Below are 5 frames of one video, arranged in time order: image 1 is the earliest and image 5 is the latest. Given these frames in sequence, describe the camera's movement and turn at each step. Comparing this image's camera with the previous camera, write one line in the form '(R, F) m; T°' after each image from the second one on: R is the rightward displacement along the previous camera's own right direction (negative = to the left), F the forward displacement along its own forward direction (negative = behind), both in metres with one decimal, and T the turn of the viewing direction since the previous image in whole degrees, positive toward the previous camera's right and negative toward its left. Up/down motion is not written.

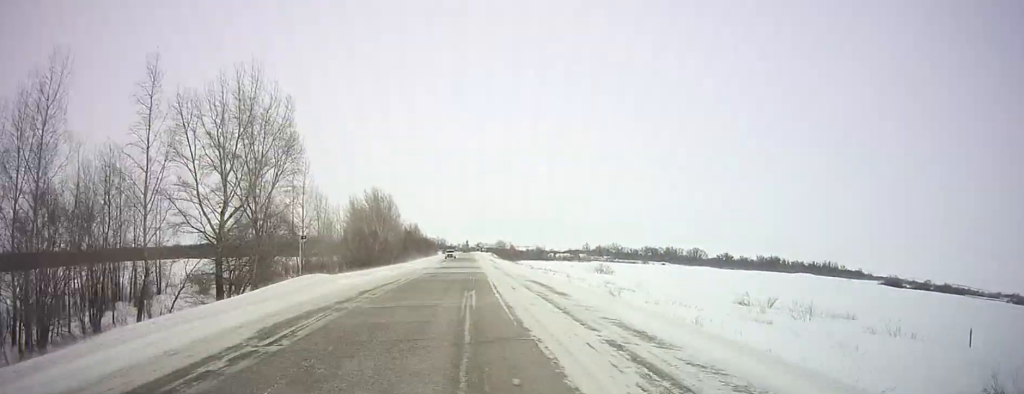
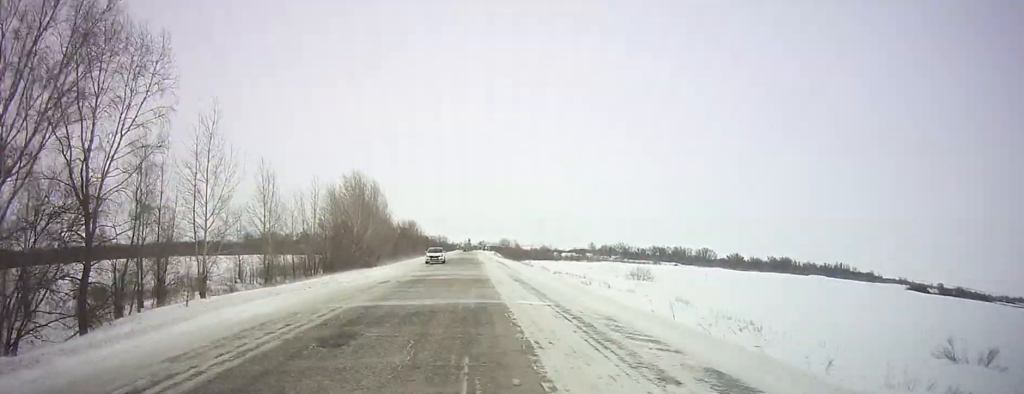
(-0.1, +24.5) m; 0°
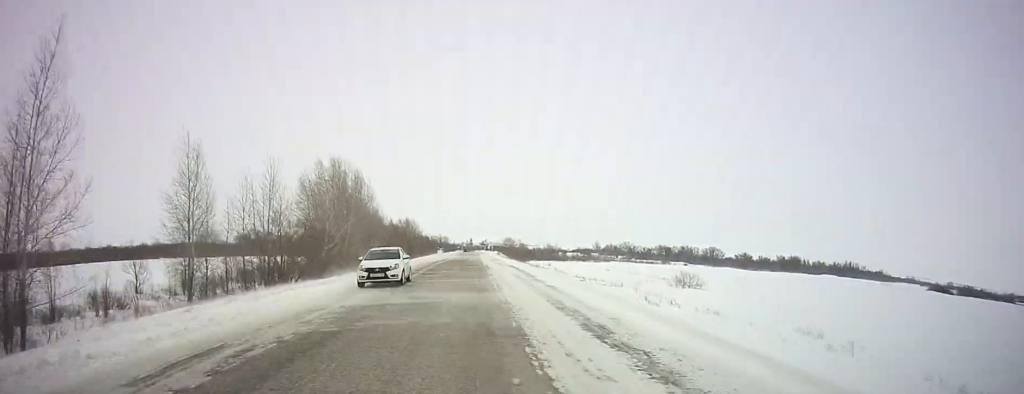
(+0.1, +18.8) m; 0°
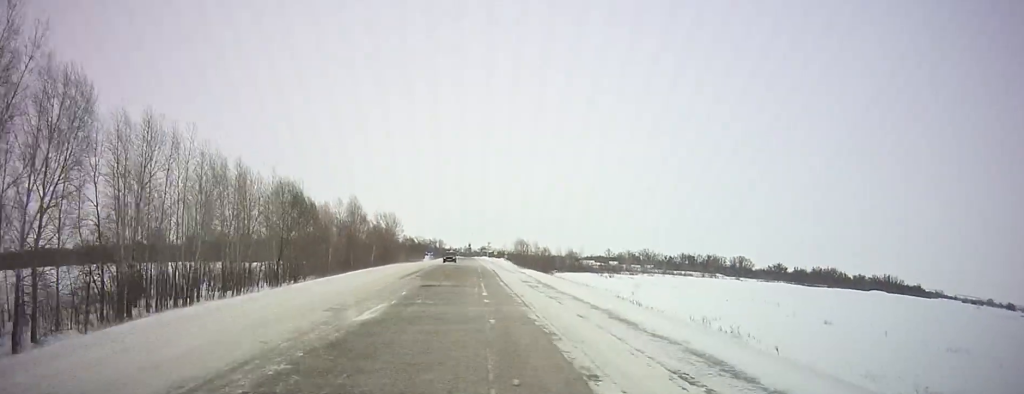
(-0.1, +88.8) m; 0°
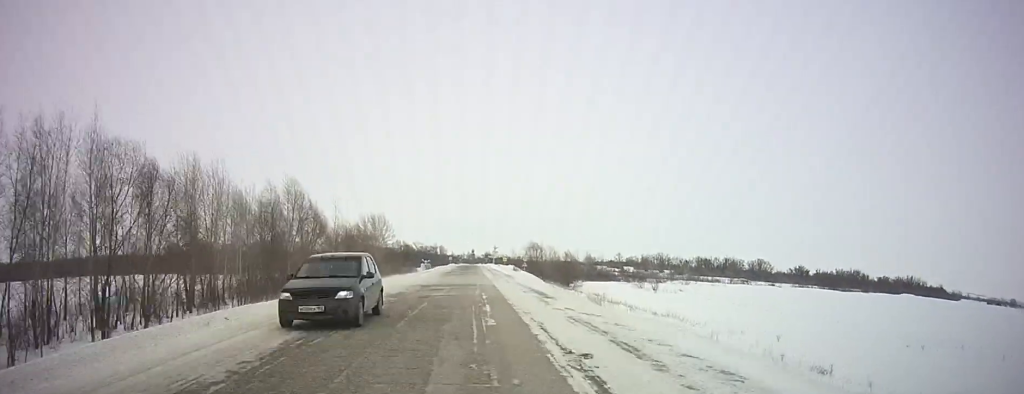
(-0.2, +38.0) m; 0°
